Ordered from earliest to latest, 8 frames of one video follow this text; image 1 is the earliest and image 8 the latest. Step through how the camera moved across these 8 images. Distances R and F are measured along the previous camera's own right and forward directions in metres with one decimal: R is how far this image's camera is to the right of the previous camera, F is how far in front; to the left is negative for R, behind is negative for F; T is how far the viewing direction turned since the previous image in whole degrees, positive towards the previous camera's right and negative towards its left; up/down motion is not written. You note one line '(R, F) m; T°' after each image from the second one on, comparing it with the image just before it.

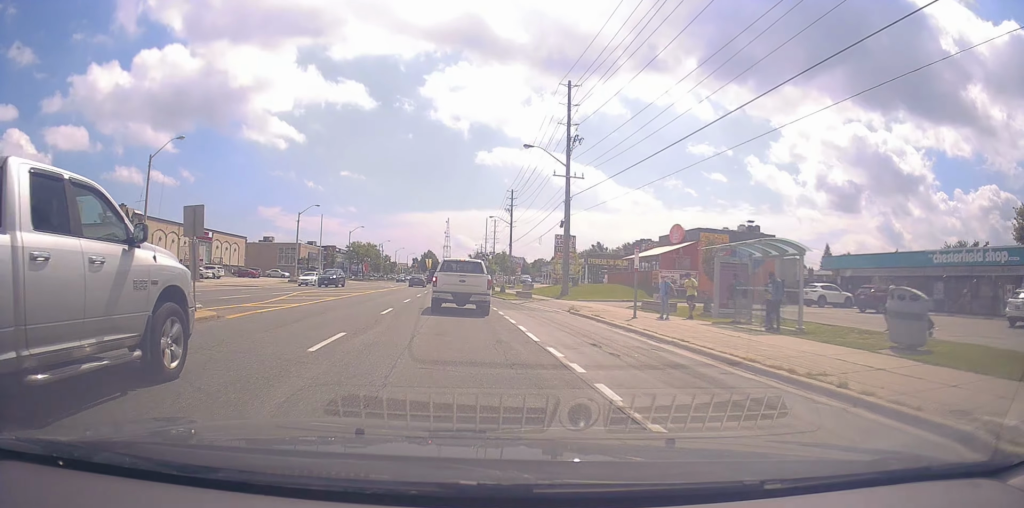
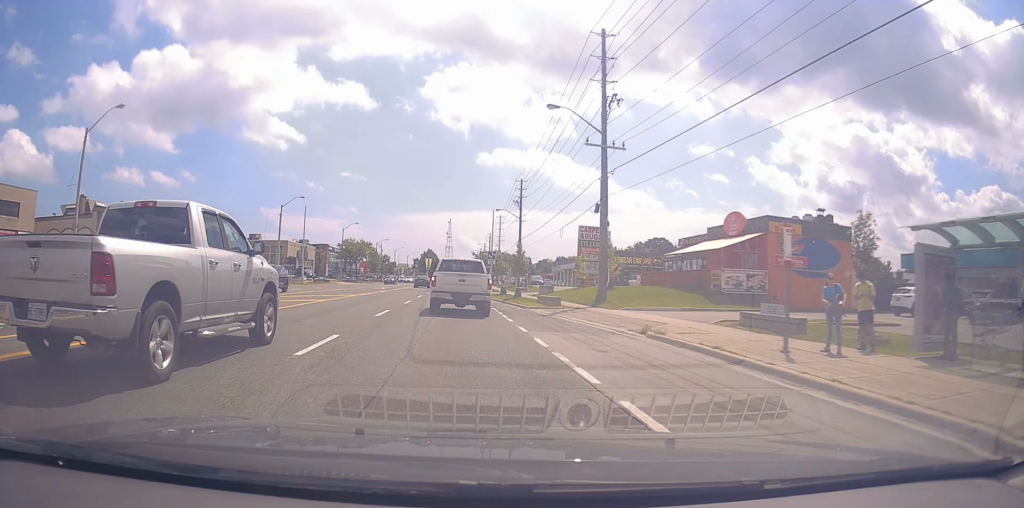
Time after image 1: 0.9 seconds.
(0.0, +8.4) m; +2°
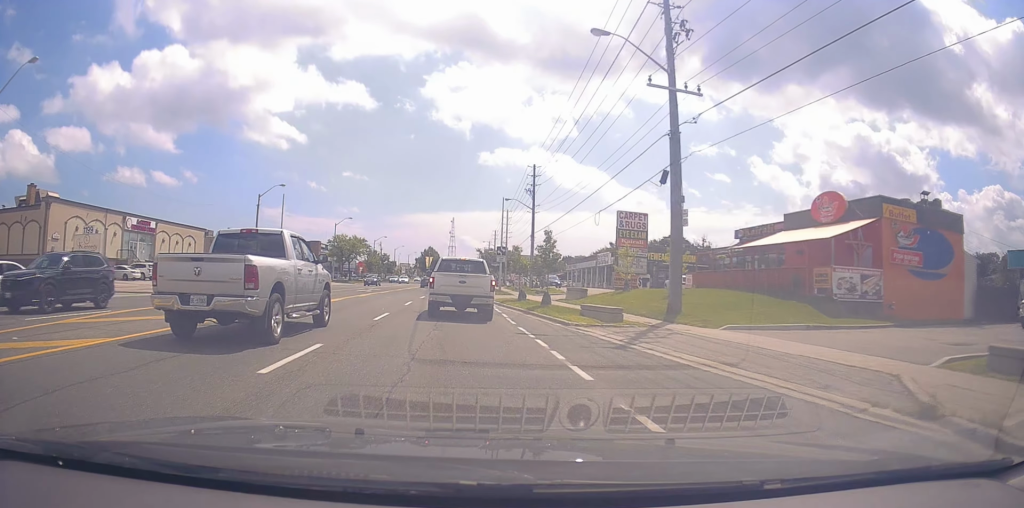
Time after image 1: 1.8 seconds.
(+0.3, +9.4) m; +2°
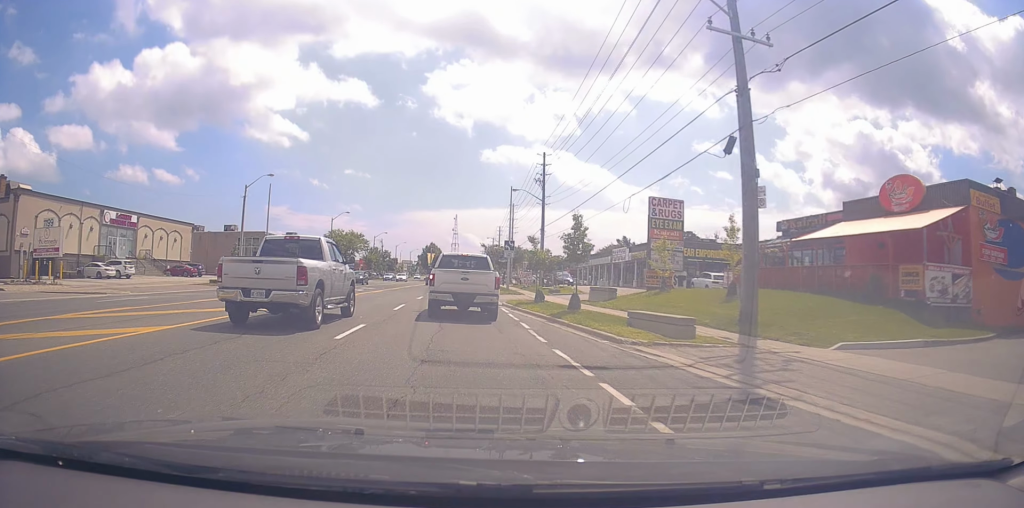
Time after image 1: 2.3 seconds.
(+0.1, +5.5) m; 0°
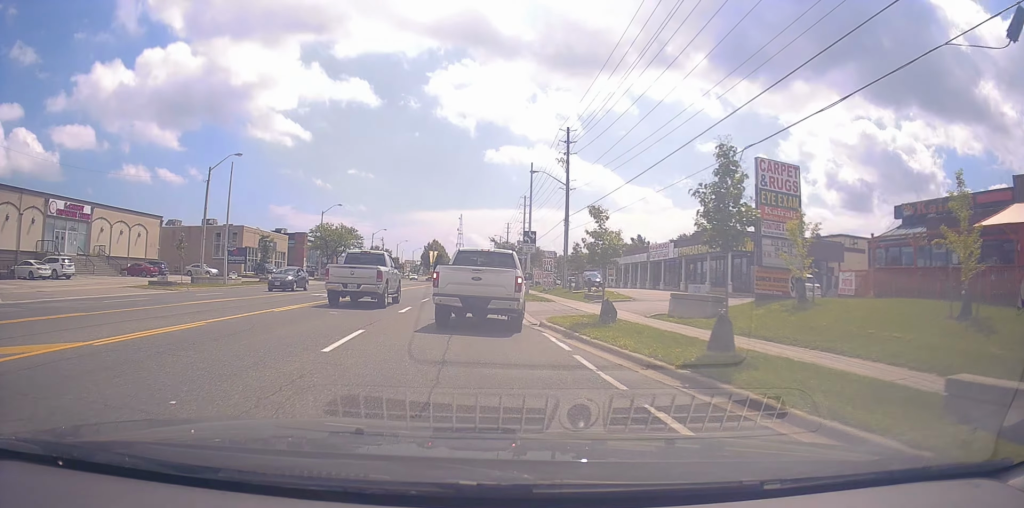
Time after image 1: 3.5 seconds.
(-0.4, +13.3) m; -4°
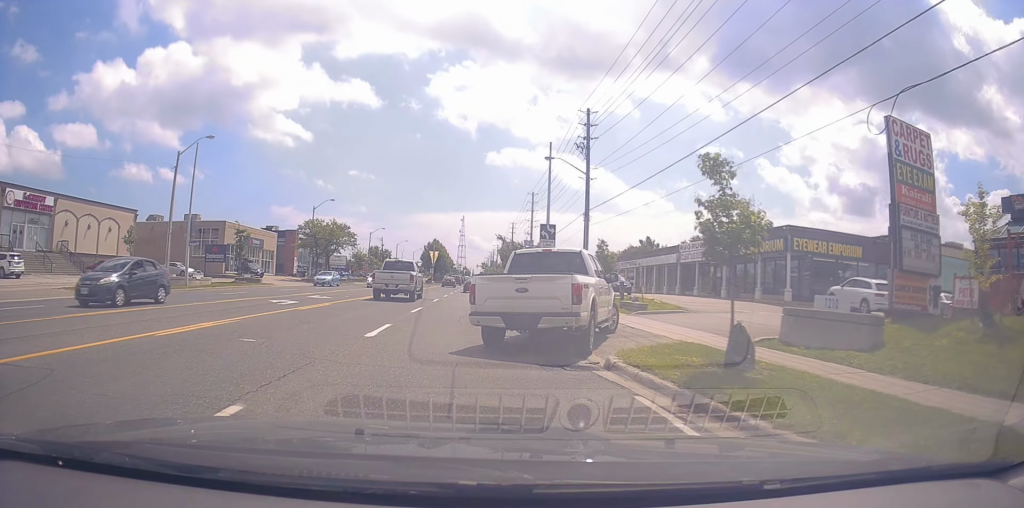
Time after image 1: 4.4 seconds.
(-0.3, +9.6) m; 0°
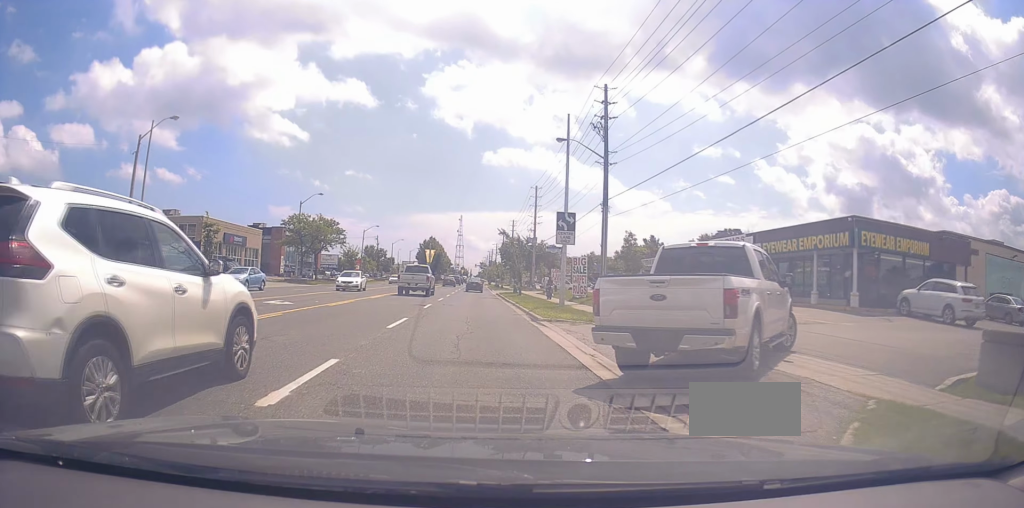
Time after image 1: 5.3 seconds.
(+0.3, +8.3) m; +2°
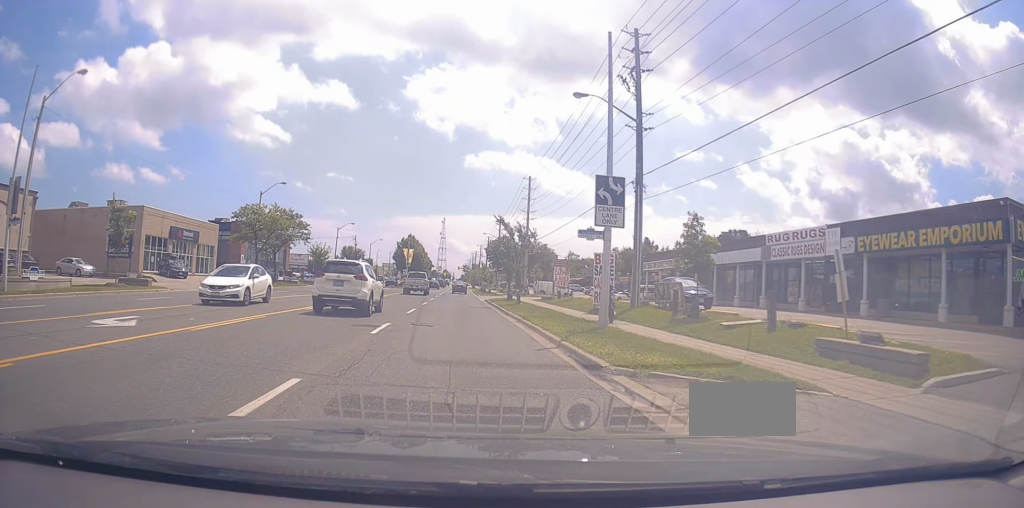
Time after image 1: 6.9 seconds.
(+0.1, +11.1) m; -2°
